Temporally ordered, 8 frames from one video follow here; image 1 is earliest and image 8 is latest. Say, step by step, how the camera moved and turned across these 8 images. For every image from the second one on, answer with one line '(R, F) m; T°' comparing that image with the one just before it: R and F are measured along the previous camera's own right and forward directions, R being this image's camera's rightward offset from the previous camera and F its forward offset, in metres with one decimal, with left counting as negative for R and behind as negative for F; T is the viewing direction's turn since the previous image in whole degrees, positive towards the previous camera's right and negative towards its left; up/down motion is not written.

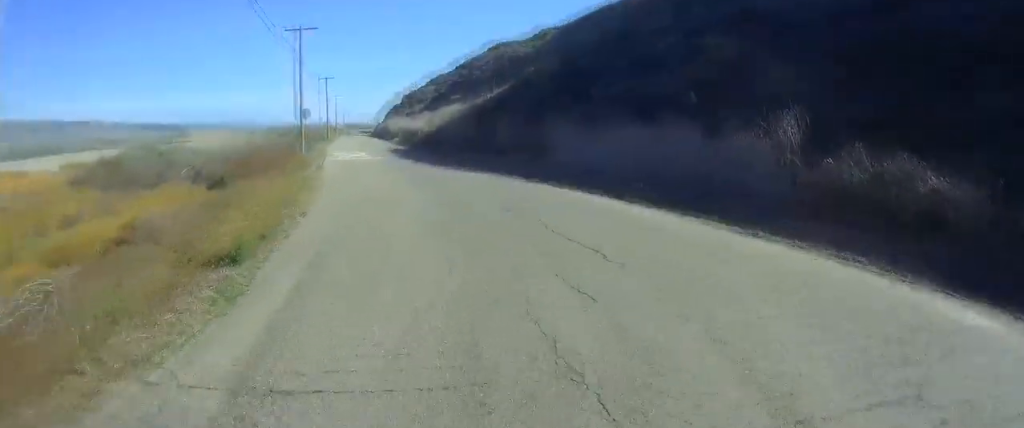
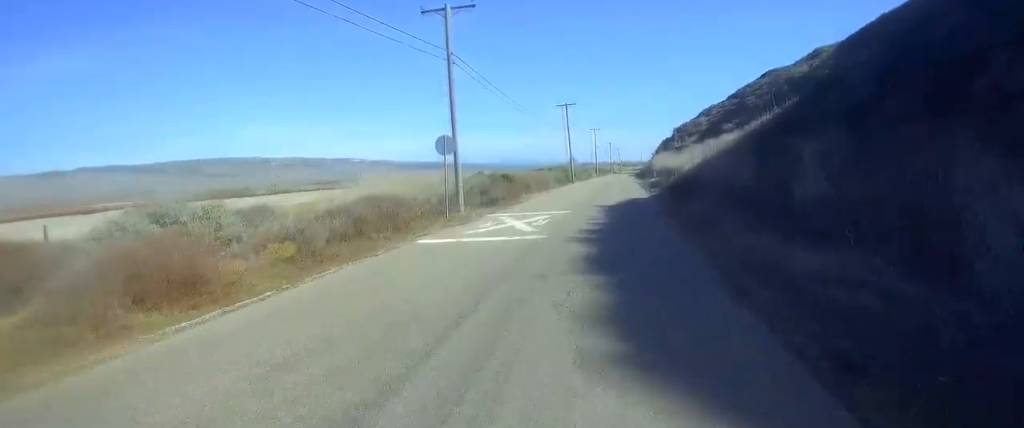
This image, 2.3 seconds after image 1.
(-4.9, +19.8) m; -18°
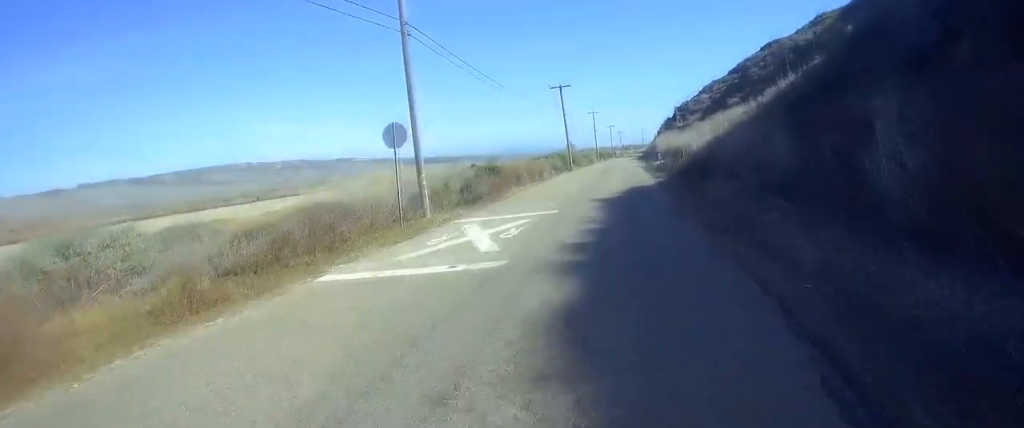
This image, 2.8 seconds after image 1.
(-0.1, +5.7) m; -1°
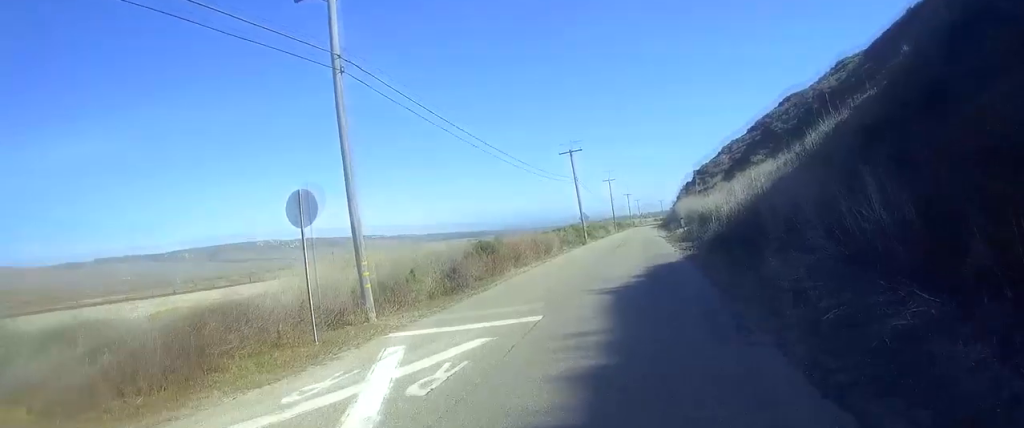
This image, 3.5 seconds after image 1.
(-0.1, +7.0) m; -1°
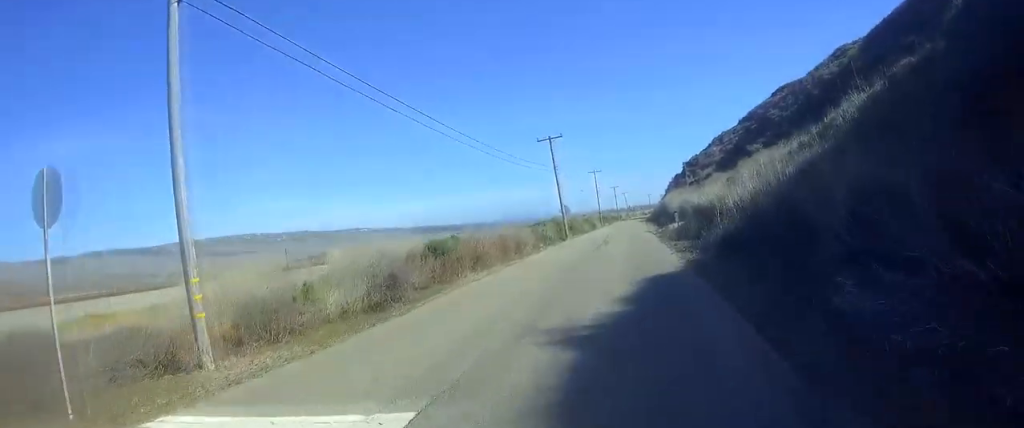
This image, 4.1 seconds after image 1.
(0.0, +6.9) m; 0°
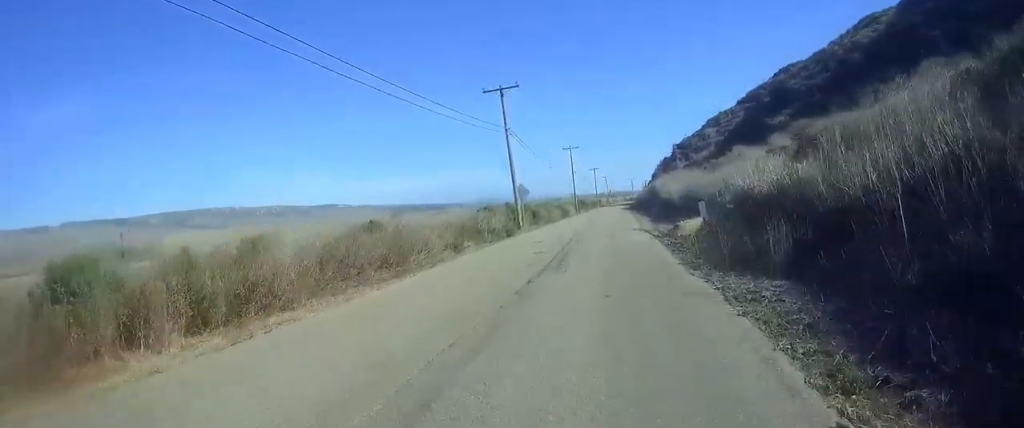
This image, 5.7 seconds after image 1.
(+0.3, +19.5) m; +1°
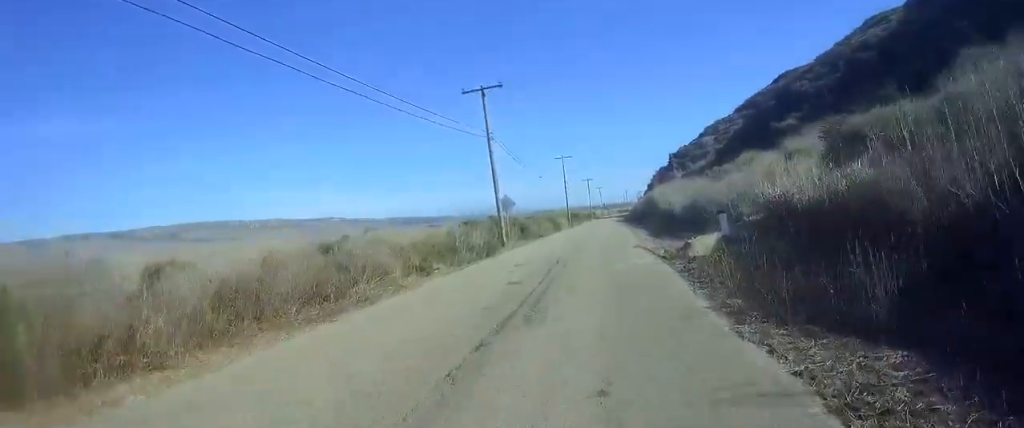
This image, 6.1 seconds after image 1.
(0.0, +4.8) m; 0°
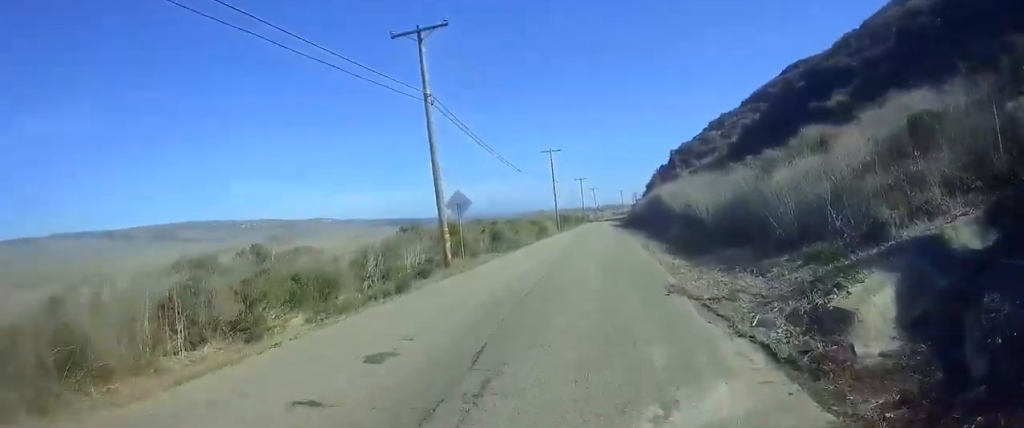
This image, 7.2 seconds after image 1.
(0.0, +13.6) m; 0°
